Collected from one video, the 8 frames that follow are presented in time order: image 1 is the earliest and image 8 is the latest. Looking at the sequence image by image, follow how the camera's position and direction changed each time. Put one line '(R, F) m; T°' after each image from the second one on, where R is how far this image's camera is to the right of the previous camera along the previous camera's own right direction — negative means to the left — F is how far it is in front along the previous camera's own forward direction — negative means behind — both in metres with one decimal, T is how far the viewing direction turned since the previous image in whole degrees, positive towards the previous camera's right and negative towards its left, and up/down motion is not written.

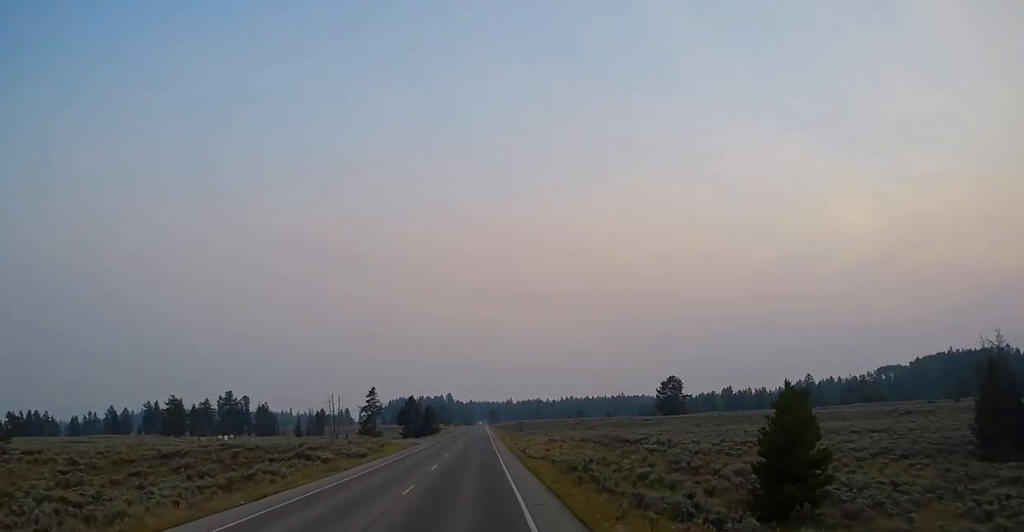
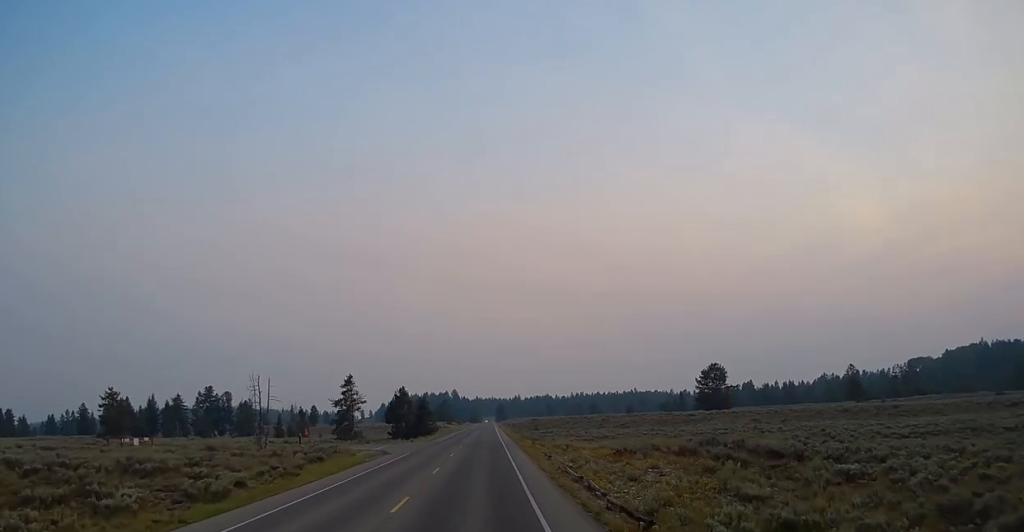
(-0.4, +29.1) m; -1°
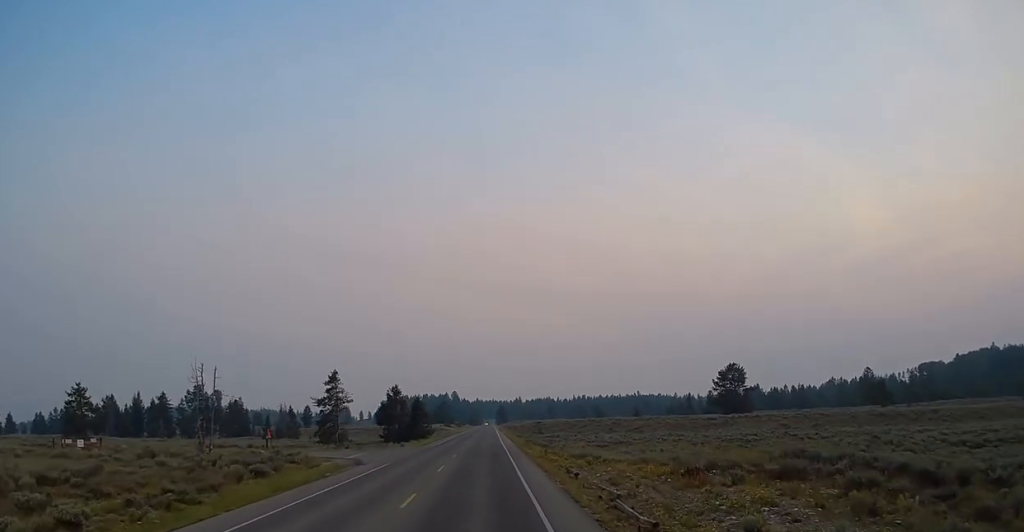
(0.0, +10.7) m; +1°
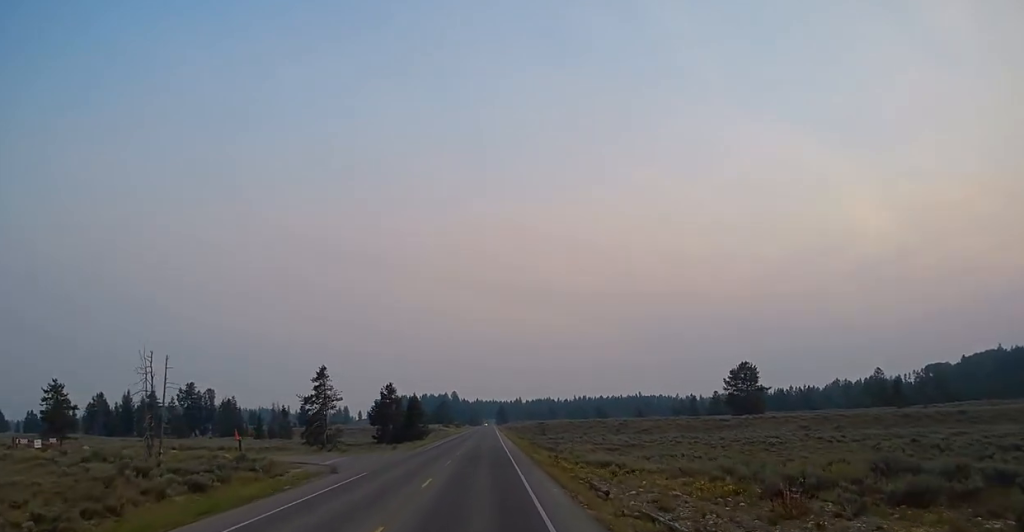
(+0.2, +6.7) m; 0°
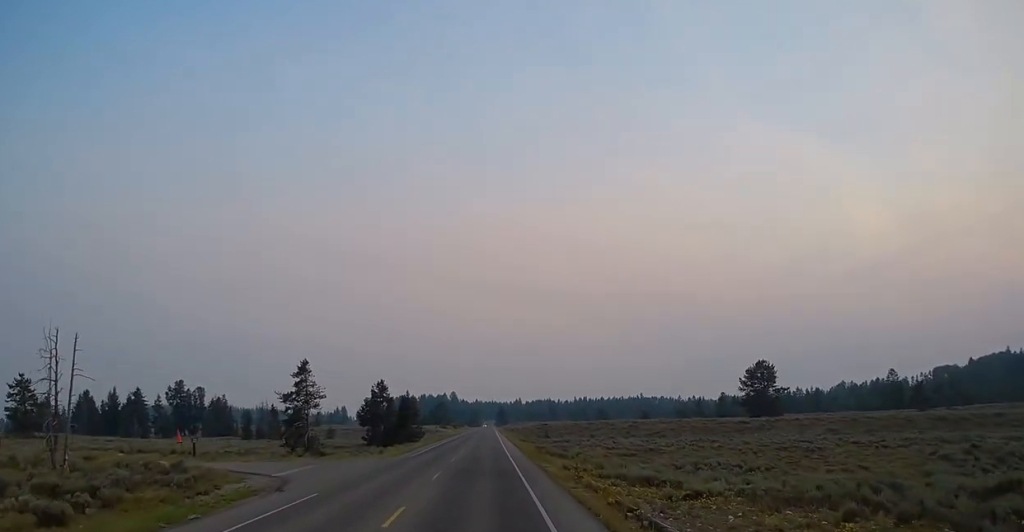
(+0.2, +8.7) m; 0°
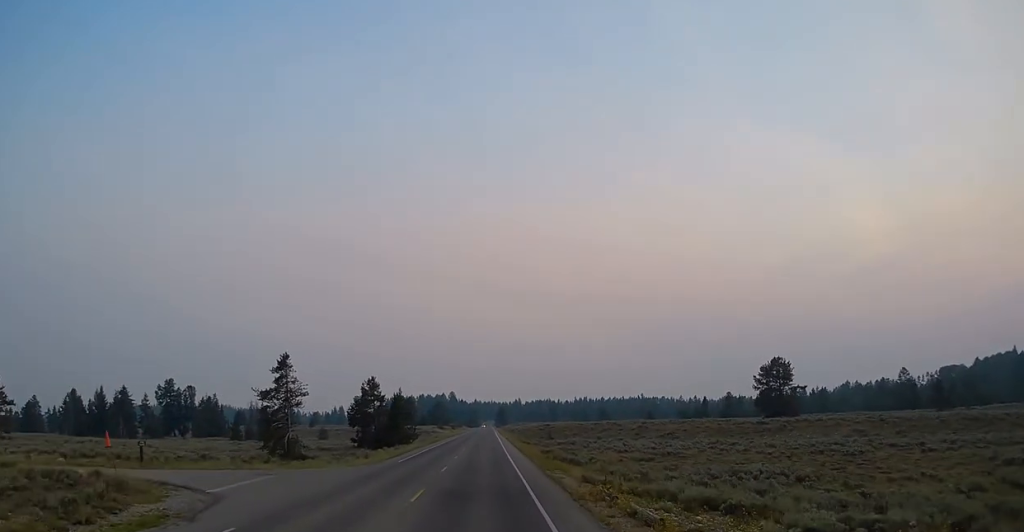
(-0.2, +7.6) m; -1°
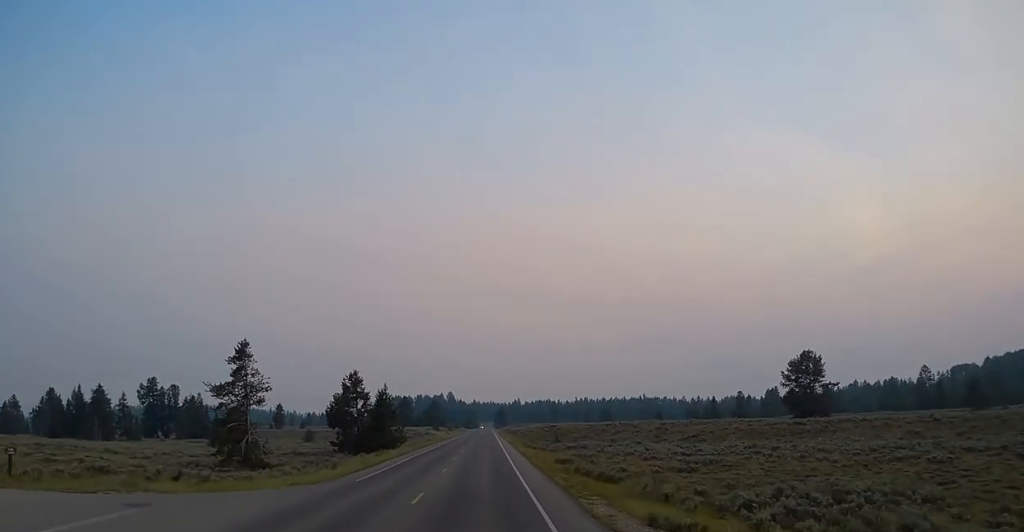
(-0.2, +12.4) m; 0°
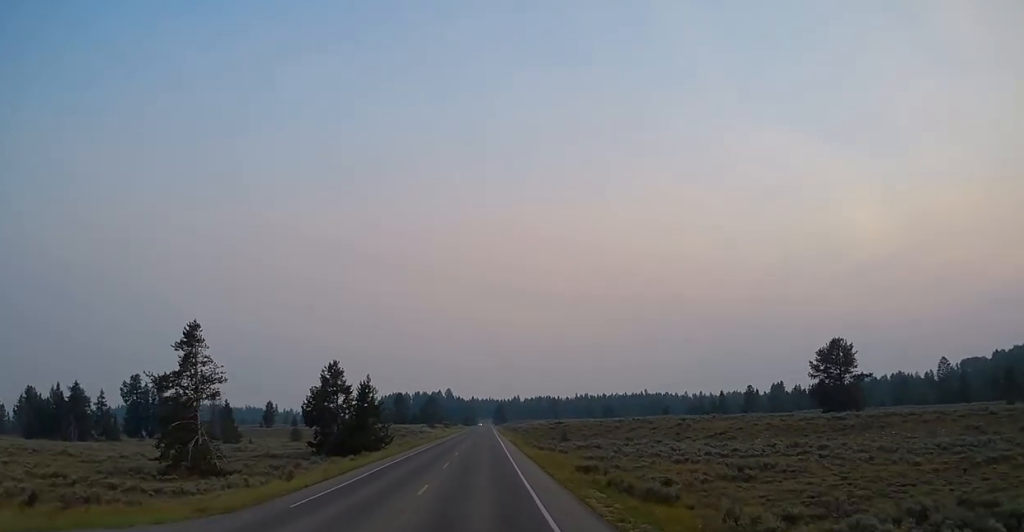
(0.0, +10.1) m; +1°
